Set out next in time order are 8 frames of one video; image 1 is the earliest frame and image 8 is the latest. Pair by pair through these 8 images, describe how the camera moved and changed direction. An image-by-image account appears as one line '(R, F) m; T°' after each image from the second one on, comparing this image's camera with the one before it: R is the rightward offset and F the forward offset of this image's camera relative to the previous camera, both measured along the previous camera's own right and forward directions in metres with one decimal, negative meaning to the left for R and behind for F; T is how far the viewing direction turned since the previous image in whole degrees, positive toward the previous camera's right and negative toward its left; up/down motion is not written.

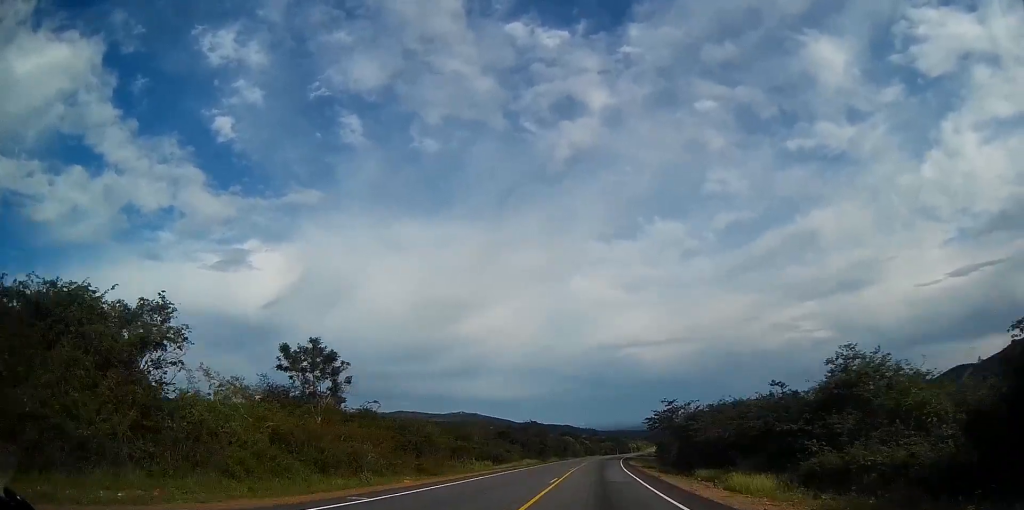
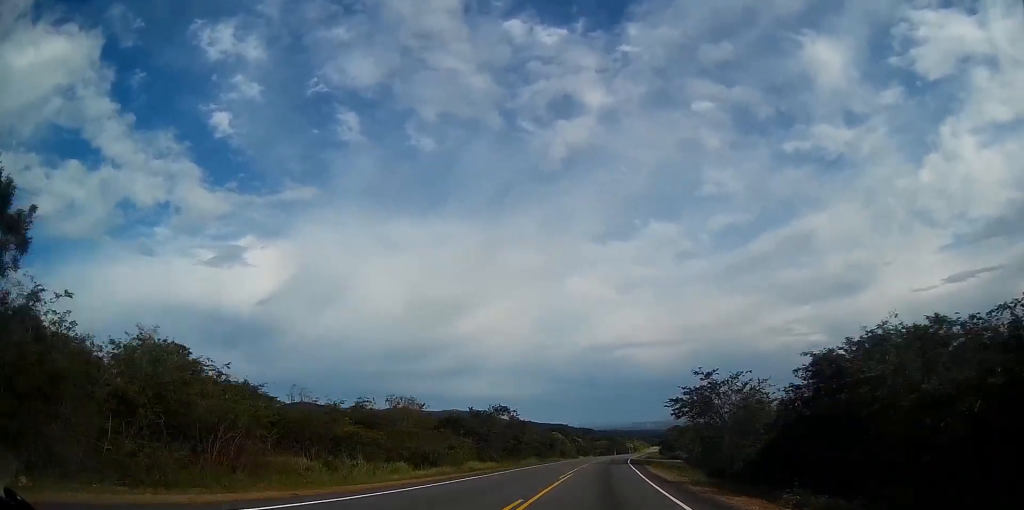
(-0.1, +28.1) m; 0°
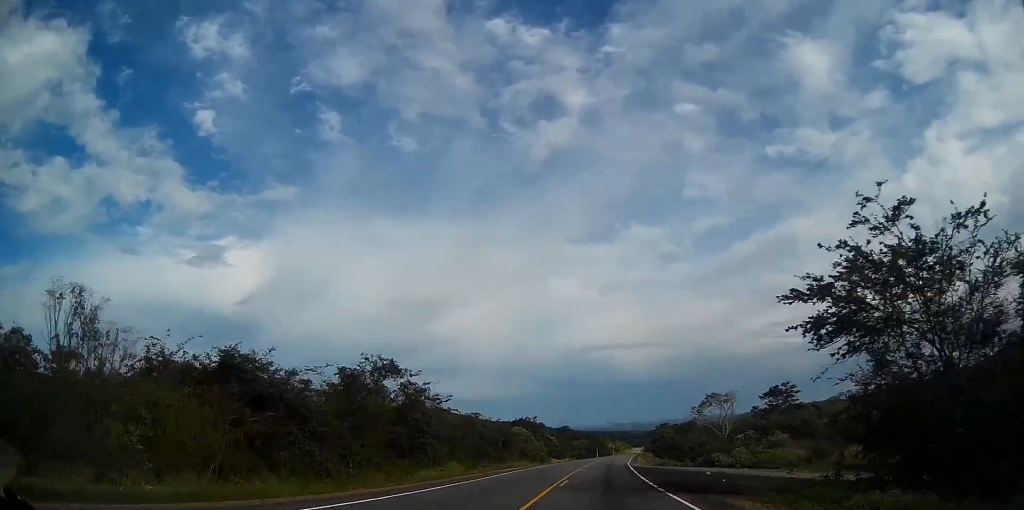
(+0.3, +36.8) m; +1°
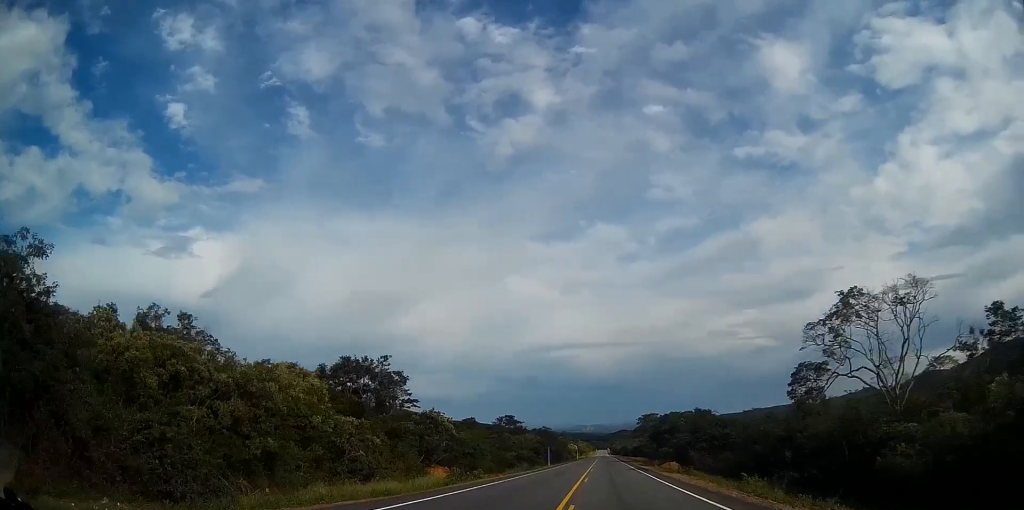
(+1.8, +74.7) m; +3°
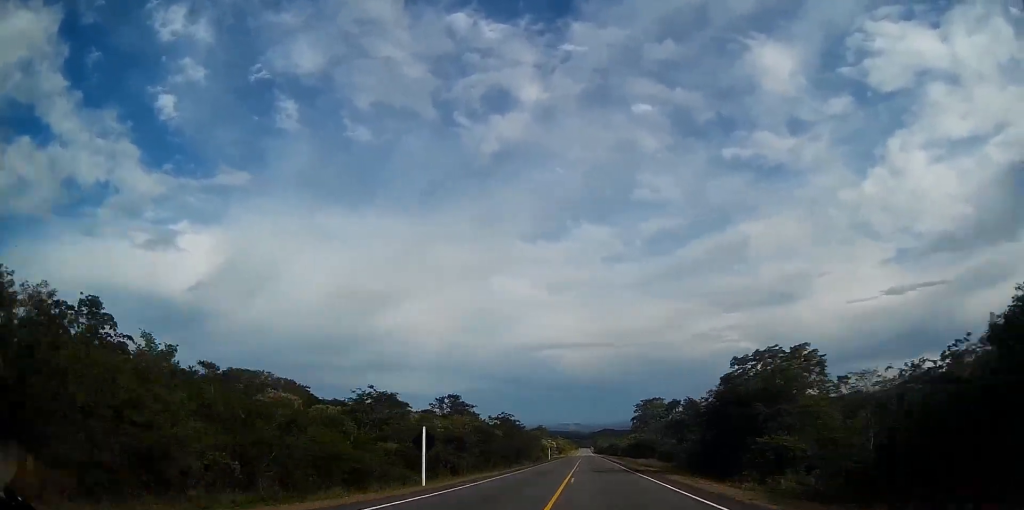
(+1.2, +48.3) m; +2°
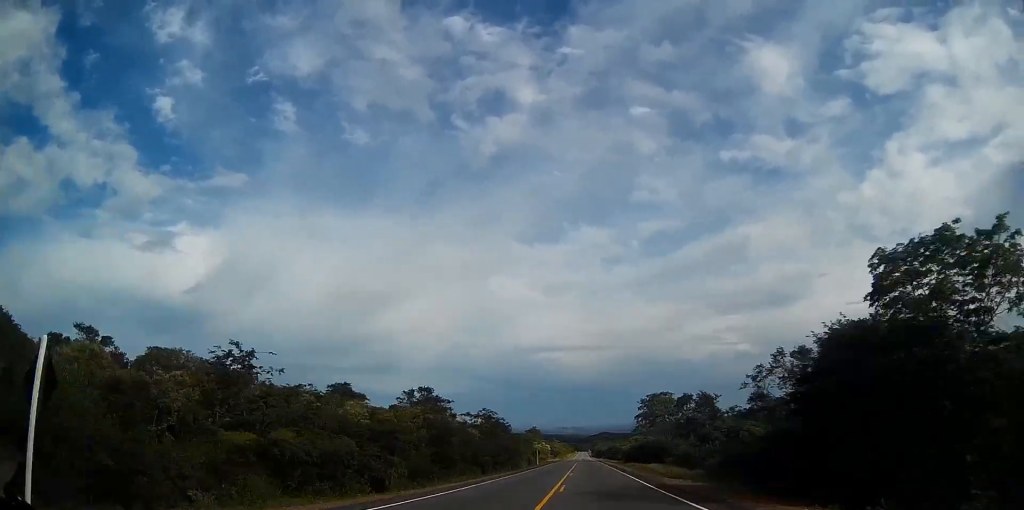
(0.0, +20.7) m; +1°
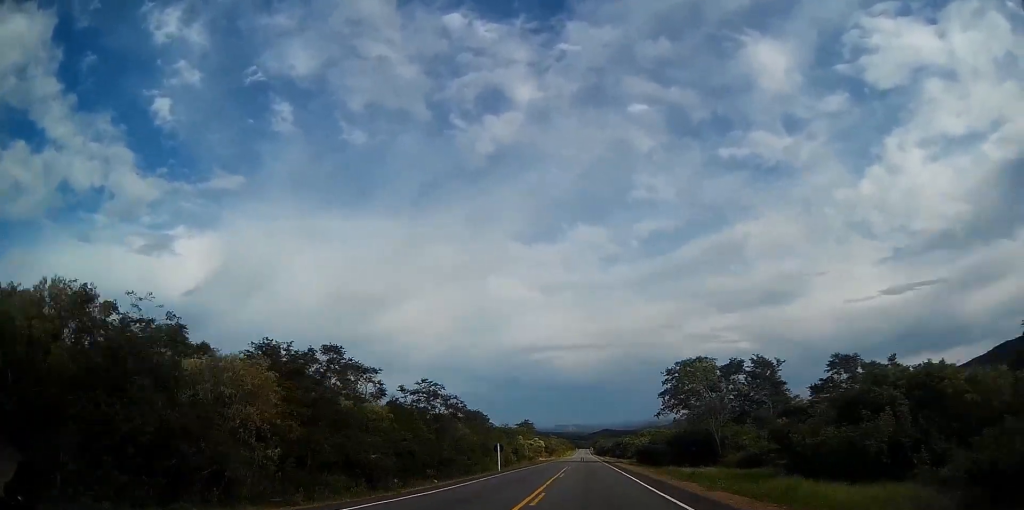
(+0.4, +36.4) m; +1°
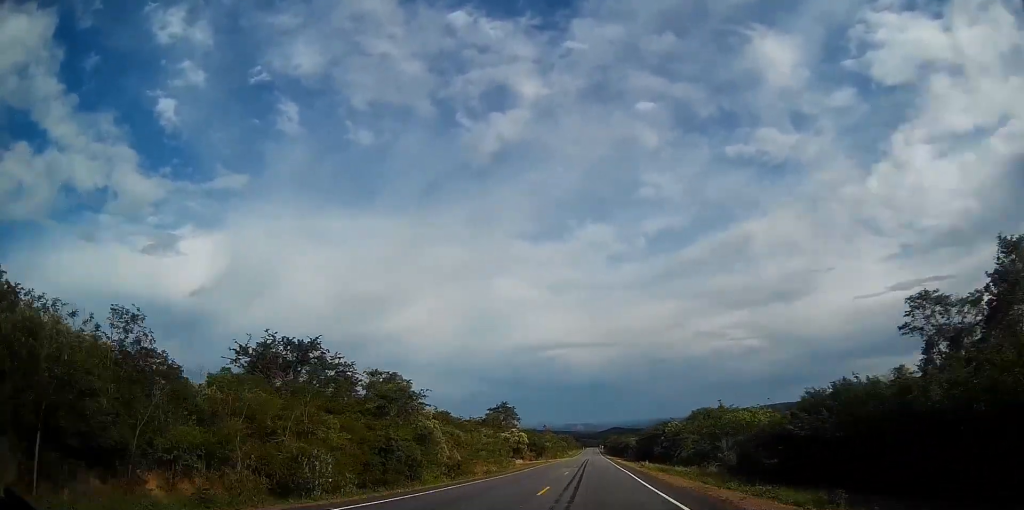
(+0.3, +76.6) m; 0°
